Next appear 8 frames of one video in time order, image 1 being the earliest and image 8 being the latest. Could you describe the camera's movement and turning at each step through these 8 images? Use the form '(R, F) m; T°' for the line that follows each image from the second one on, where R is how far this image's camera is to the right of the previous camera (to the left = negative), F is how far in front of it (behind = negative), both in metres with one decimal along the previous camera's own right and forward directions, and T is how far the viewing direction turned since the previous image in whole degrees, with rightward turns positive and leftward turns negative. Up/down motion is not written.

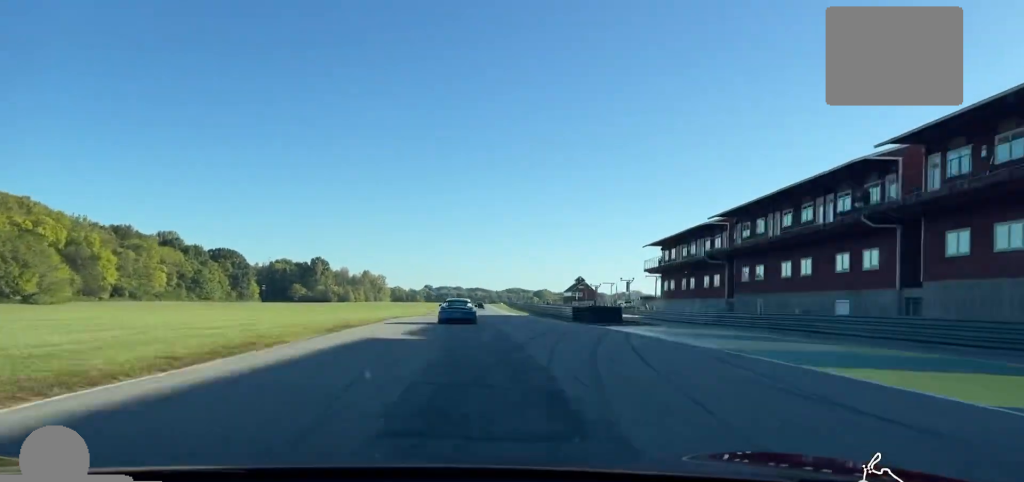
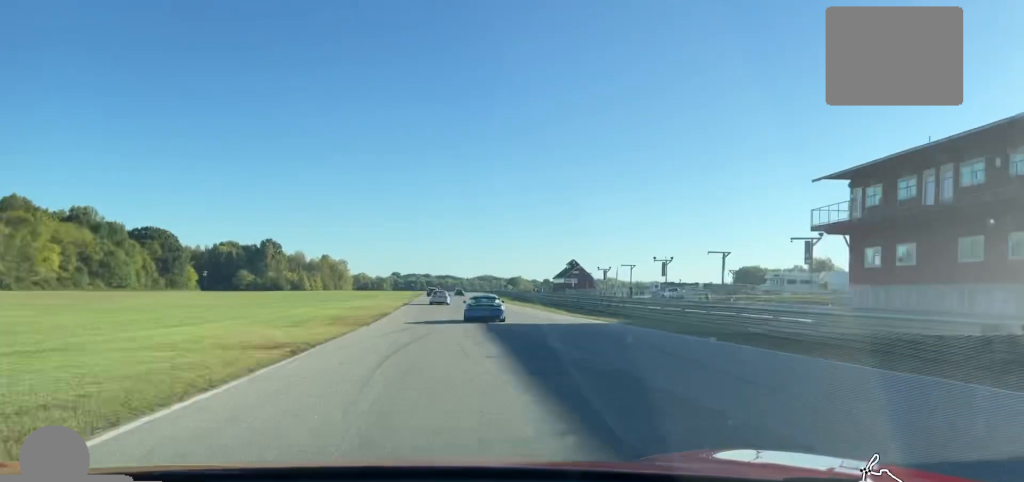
(+1.5, +51.0) m; +3°
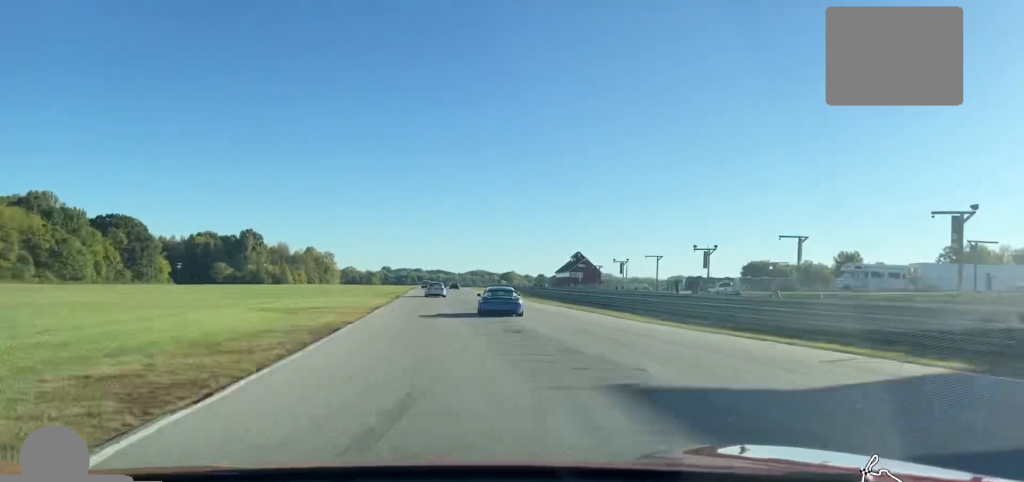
(+0.4, +25.1) m; 0°
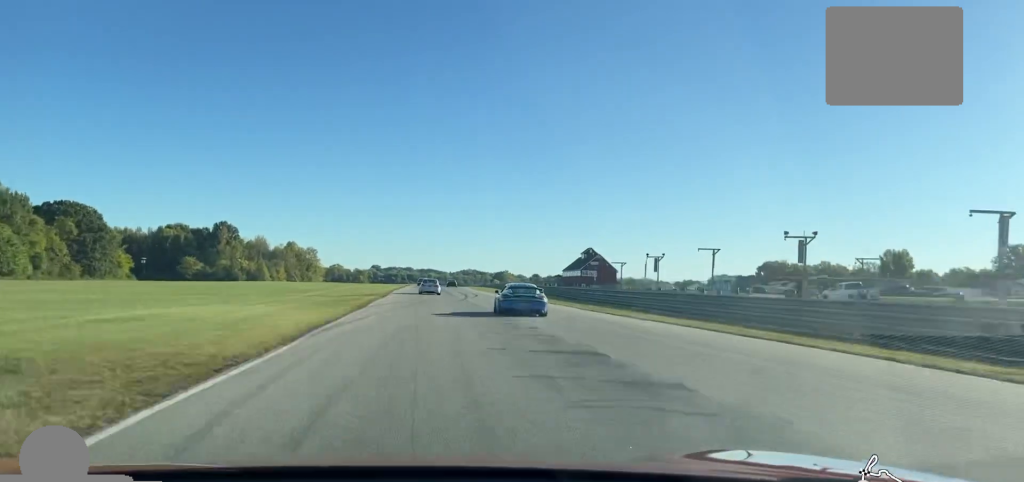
(+0.3, +31.4) m; +1°
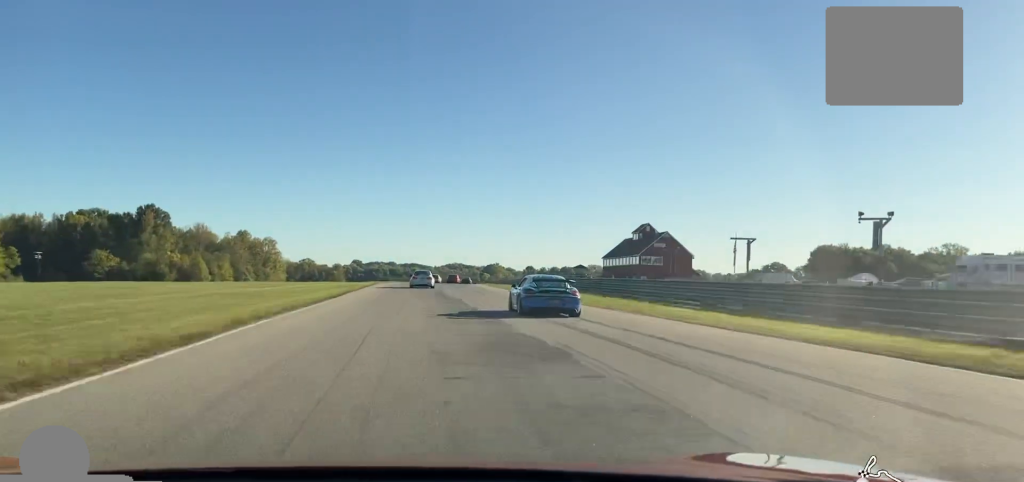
(+0.5, +72.0) m; 0°
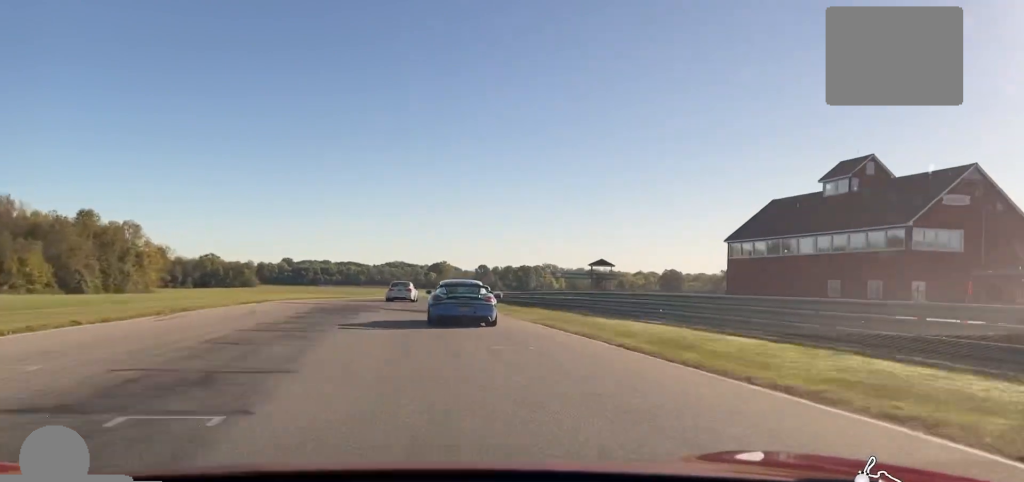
(+2.3, +94.0) m; +5°
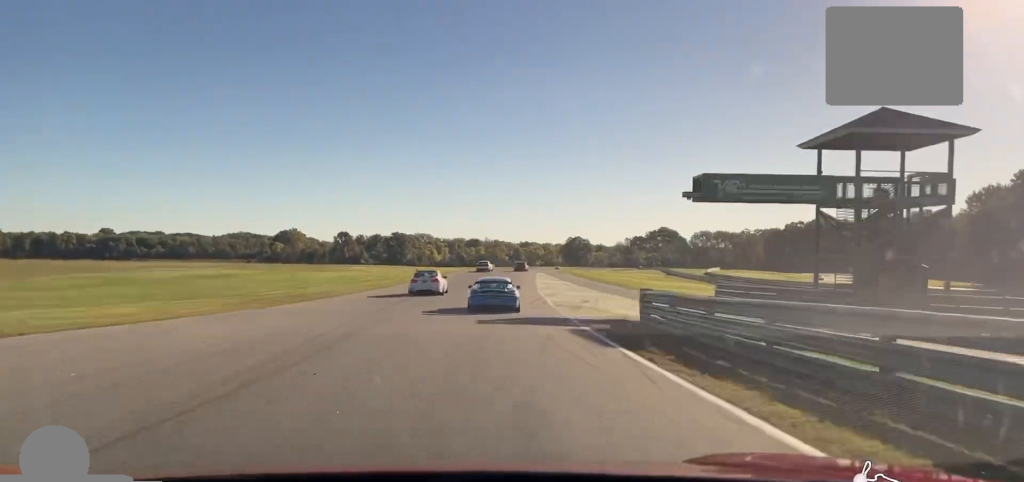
(+10.8, +125.7) m; +10°
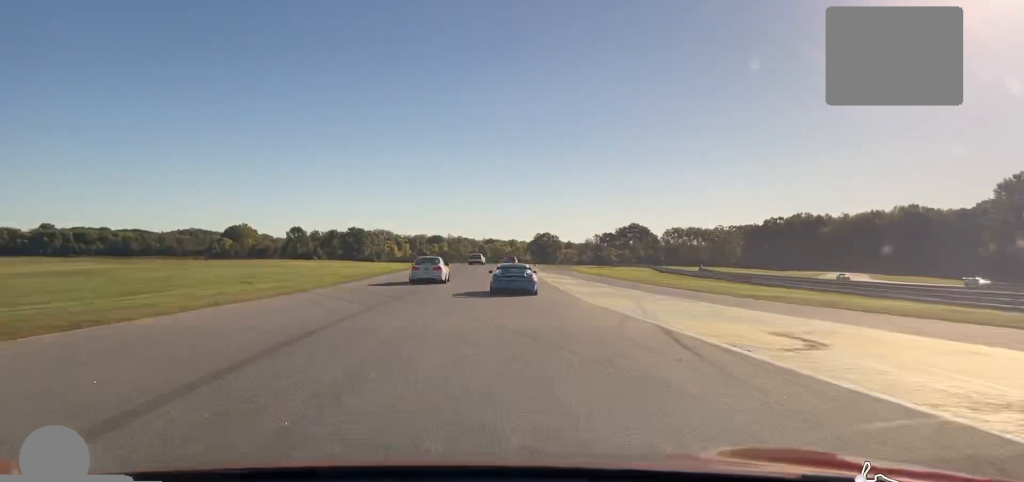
(+0.3, +26.3) m; +3°
